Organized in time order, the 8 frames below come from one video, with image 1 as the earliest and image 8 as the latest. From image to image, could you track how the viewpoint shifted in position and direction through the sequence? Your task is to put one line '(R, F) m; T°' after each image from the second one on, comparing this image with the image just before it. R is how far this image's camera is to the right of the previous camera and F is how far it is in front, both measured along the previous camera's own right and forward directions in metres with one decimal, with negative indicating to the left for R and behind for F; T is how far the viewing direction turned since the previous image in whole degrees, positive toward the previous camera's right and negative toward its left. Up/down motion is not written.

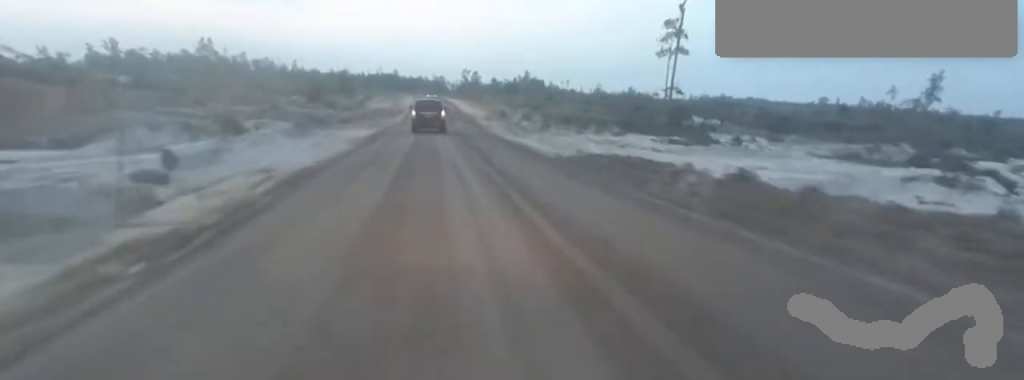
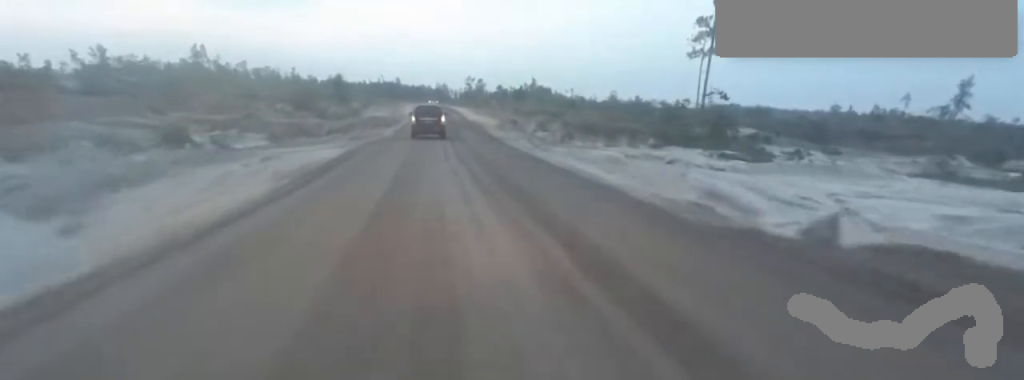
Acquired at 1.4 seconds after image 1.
(+1.0, +13.2) m; +4°
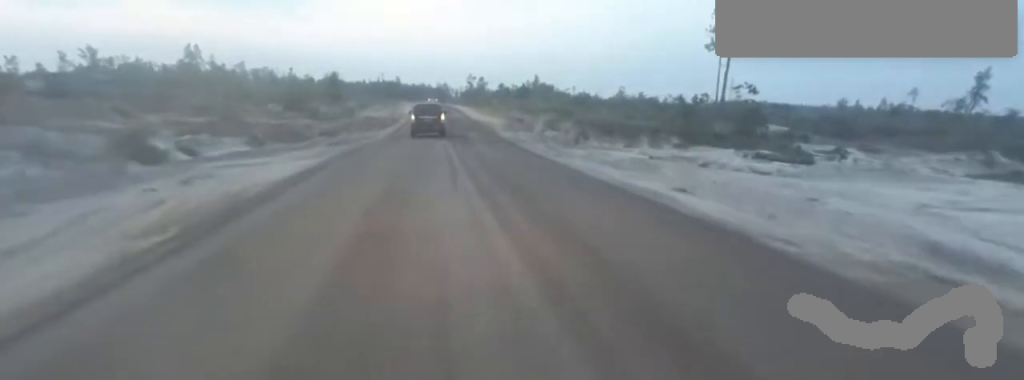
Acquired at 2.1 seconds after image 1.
(-0.2, +7.1) m; 0°
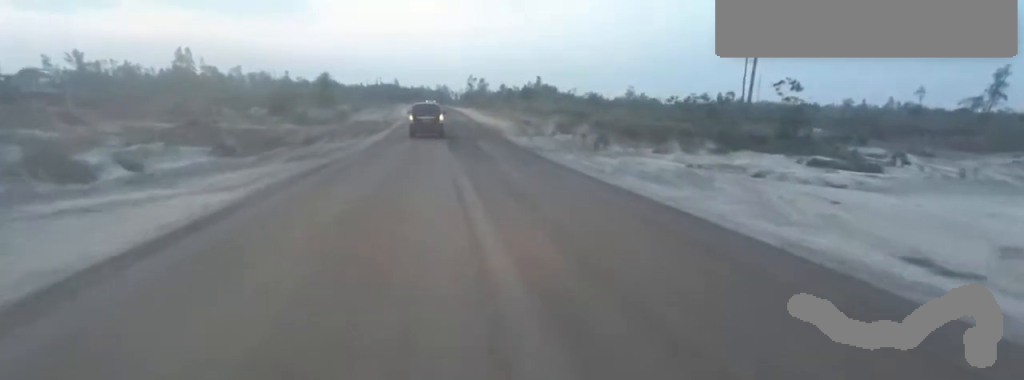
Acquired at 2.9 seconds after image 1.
(+0.3, +8.7) m; -5°
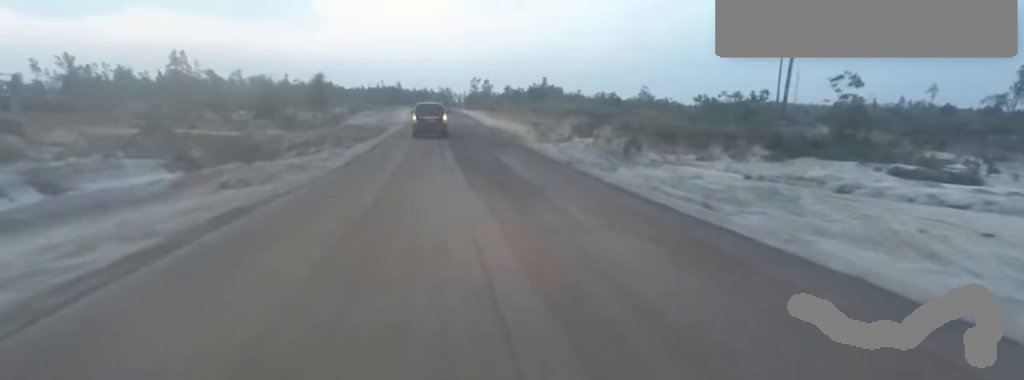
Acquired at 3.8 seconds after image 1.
(-0.9, +8.2) m; -1°
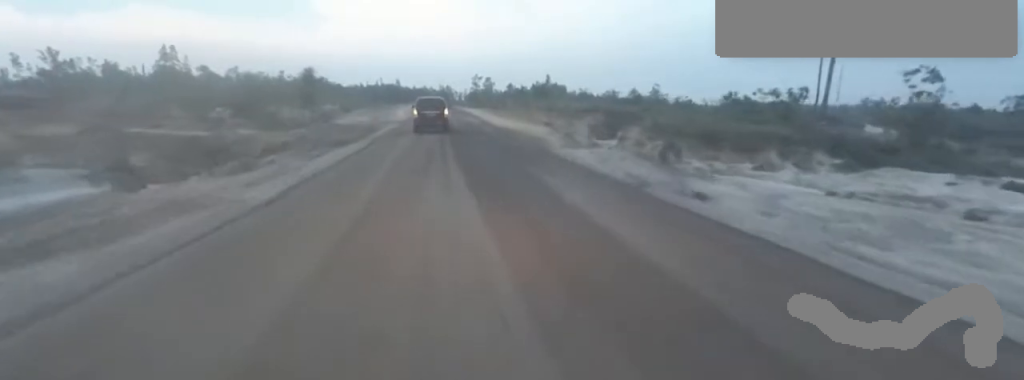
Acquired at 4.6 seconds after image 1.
(+0.2, +8.2) m; +4°
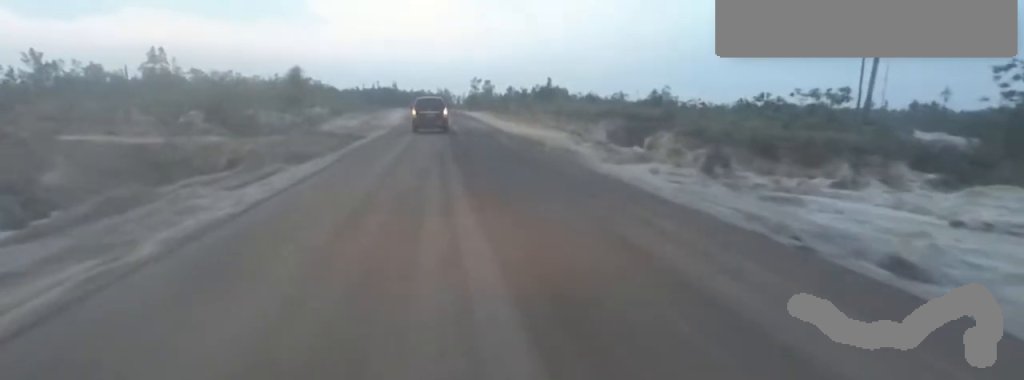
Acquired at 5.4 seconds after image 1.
(+0.6, +7.6) m; +4°
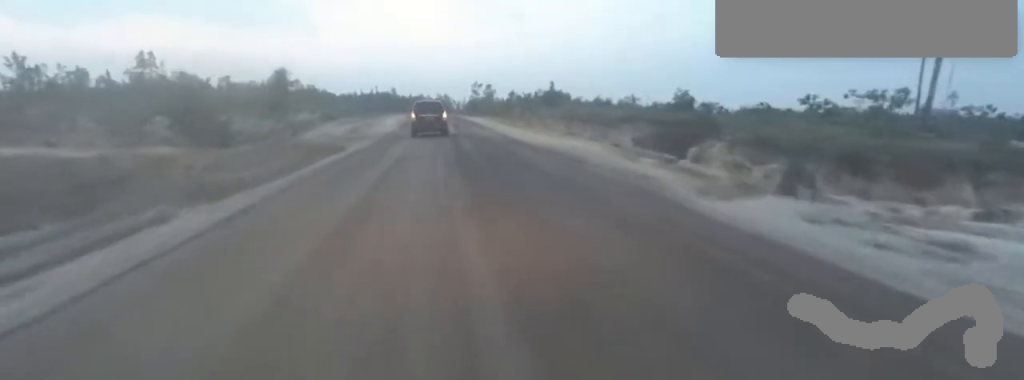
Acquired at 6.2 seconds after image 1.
(0.0, +8.3) m; -1°
